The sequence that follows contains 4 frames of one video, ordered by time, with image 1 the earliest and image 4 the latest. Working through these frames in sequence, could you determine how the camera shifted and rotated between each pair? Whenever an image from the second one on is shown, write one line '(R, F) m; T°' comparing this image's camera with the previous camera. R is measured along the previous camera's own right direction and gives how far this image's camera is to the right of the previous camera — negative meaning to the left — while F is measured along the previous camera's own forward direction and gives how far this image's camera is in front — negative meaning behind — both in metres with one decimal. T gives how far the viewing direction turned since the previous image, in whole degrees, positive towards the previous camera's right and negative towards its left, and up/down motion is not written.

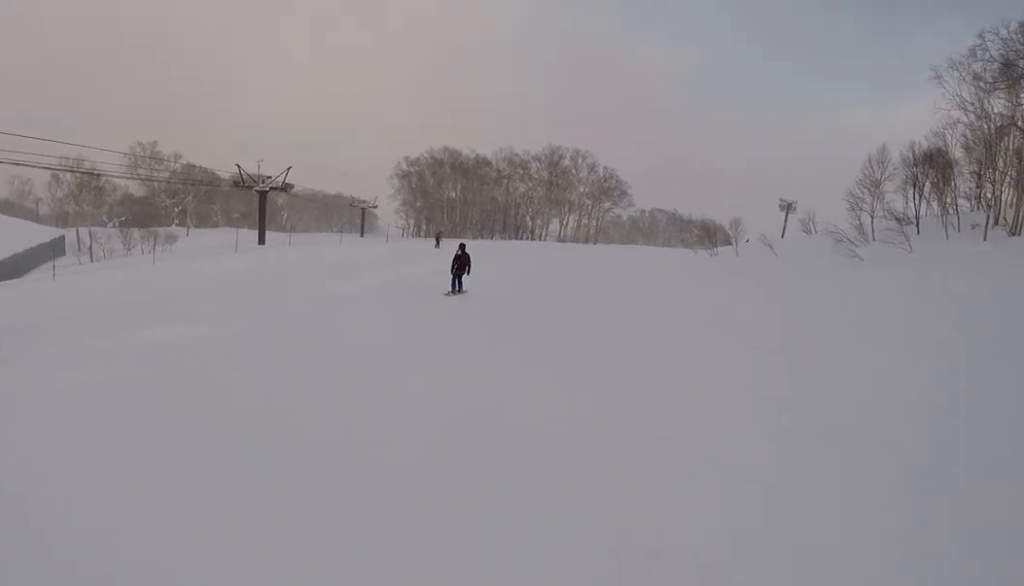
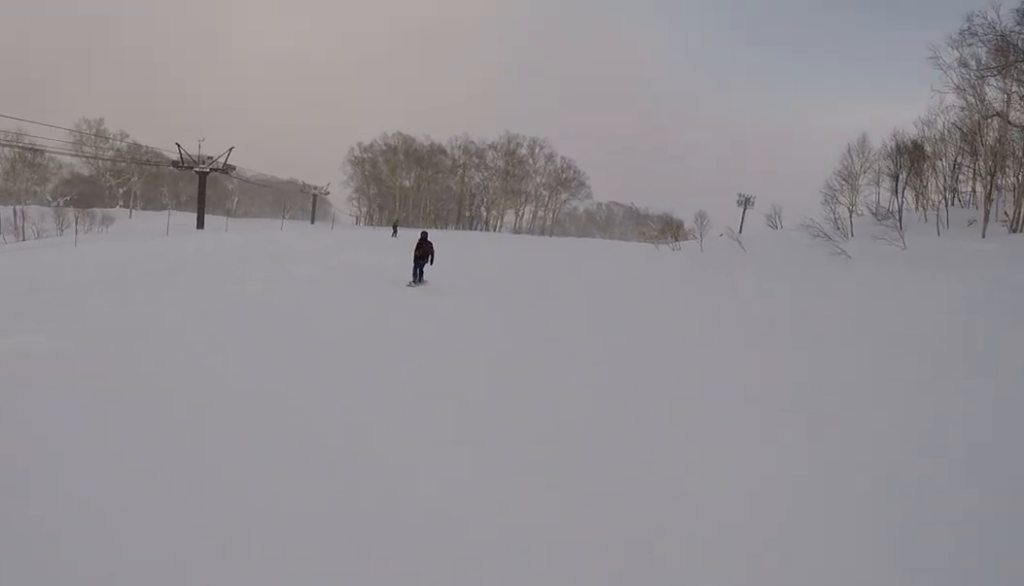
(0.0, +3.6) m; +1°
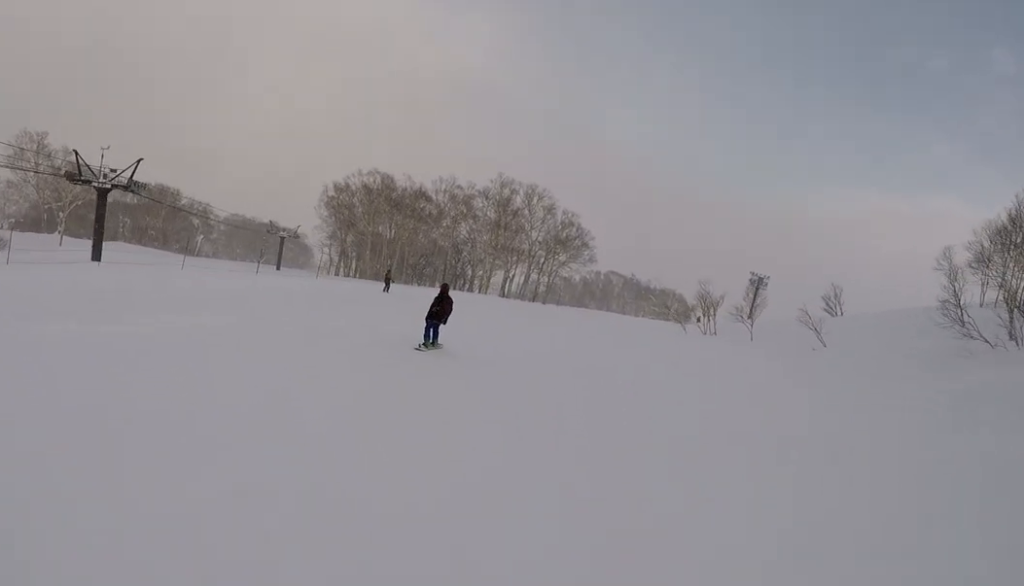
(+1.8, +14.2) m; +9°
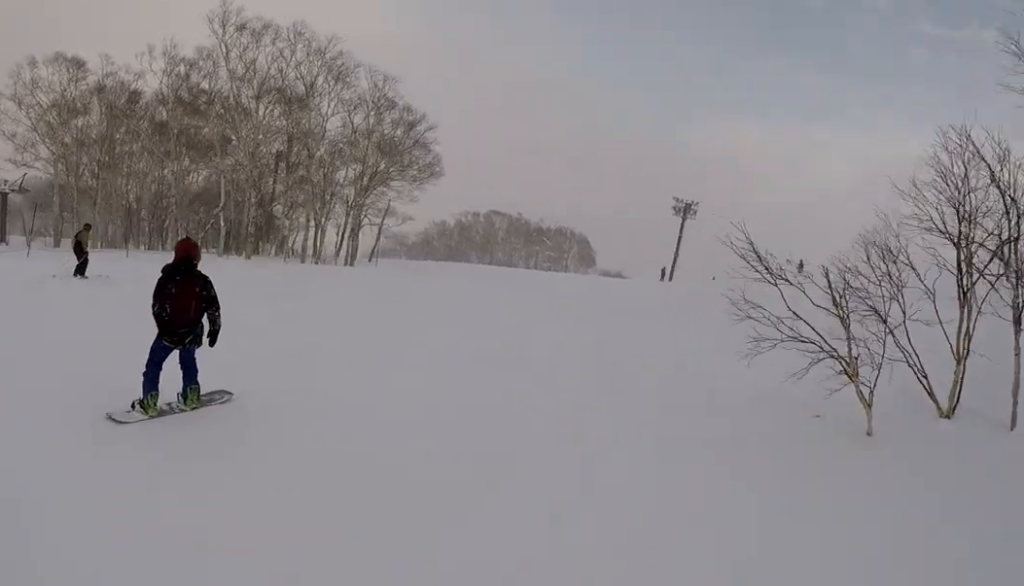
(0.0, +37.7) m; +2°
